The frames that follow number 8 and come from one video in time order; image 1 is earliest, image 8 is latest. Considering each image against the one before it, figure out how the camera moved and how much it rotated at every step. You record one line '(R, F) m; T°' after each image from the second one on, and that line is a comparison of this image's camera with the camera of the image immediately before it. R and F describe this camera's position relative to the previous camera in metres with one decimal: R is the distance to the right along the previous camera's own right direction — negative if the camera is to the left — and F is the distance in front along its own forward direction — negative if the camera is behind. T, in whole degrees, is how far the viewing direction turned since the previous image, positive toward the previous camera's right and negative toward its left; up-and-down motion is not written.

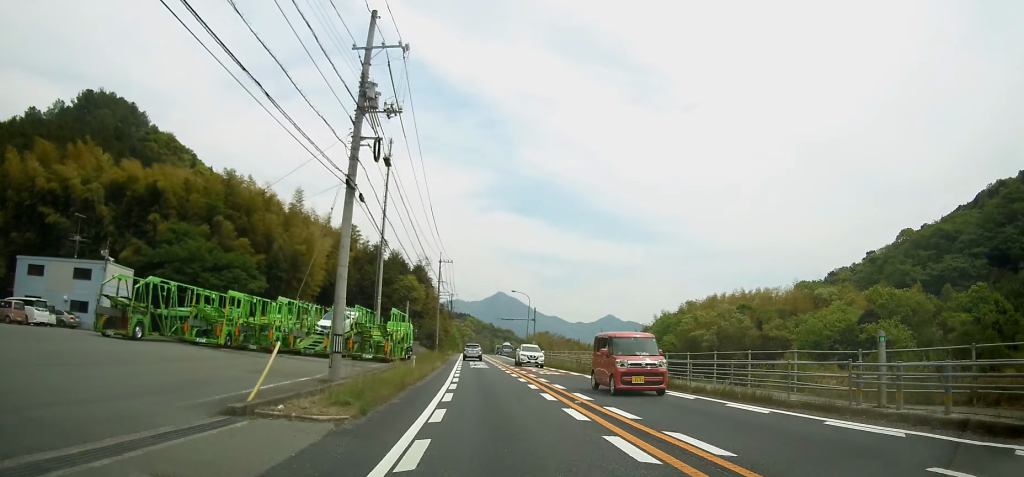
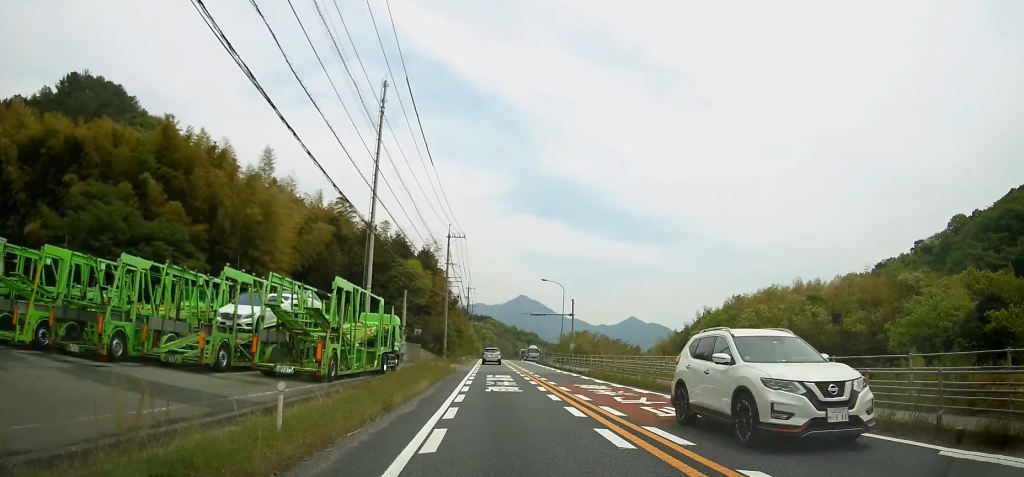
(-0.7, +18.6) m; -3°
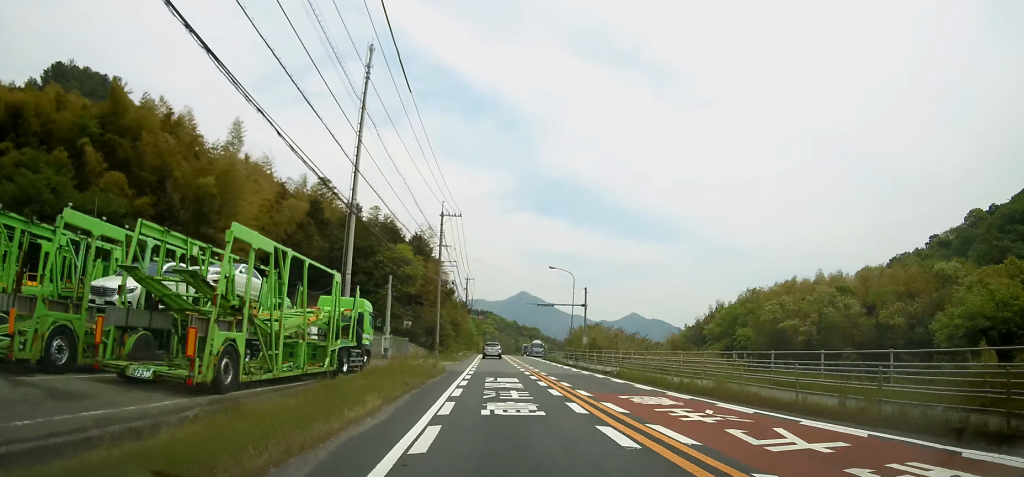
(-0.1, +8.5) m; -1°
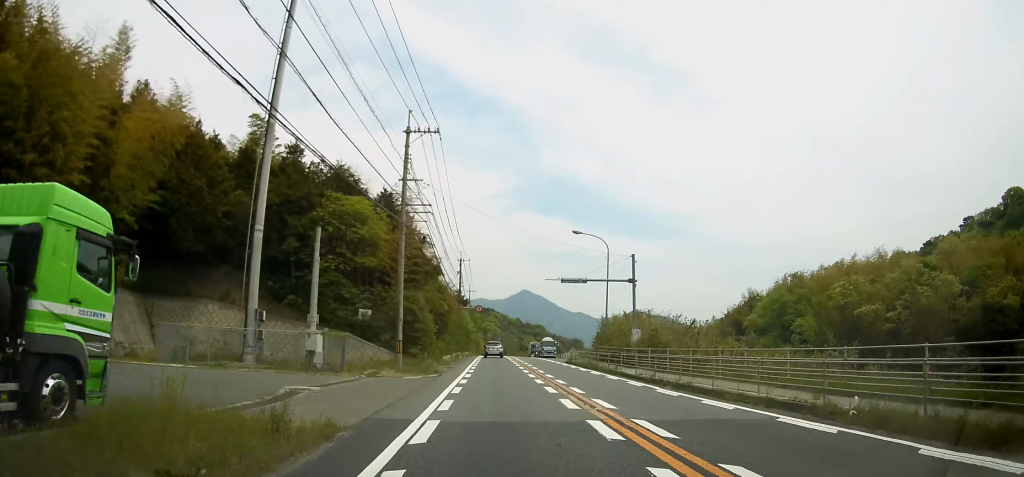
(-0.3, +19.3) m; -2°
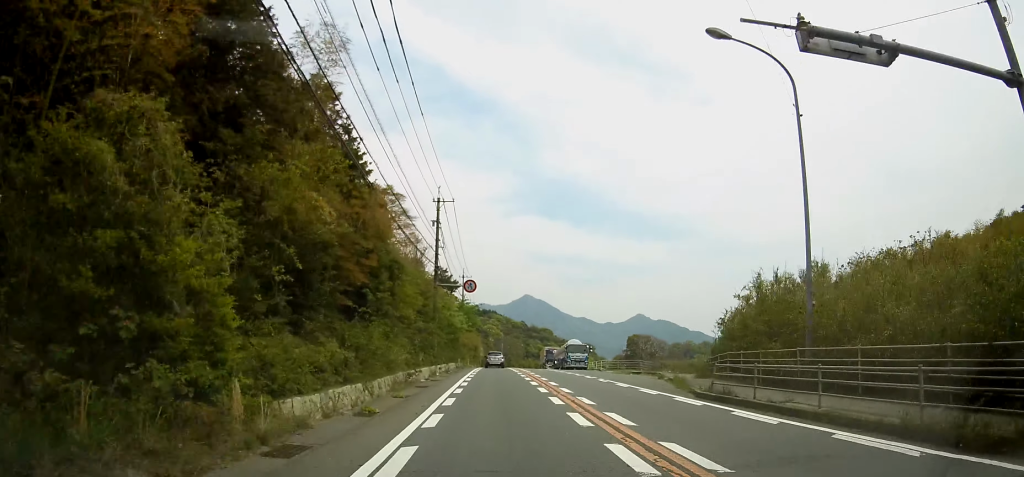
(-0.2, +29.8) m; 0°
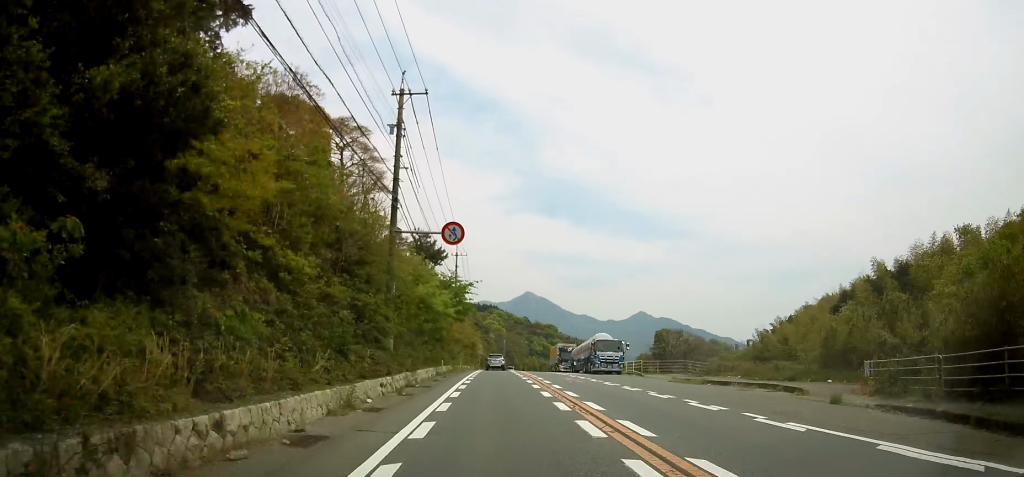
(-0.1, +17.0) m; 0°
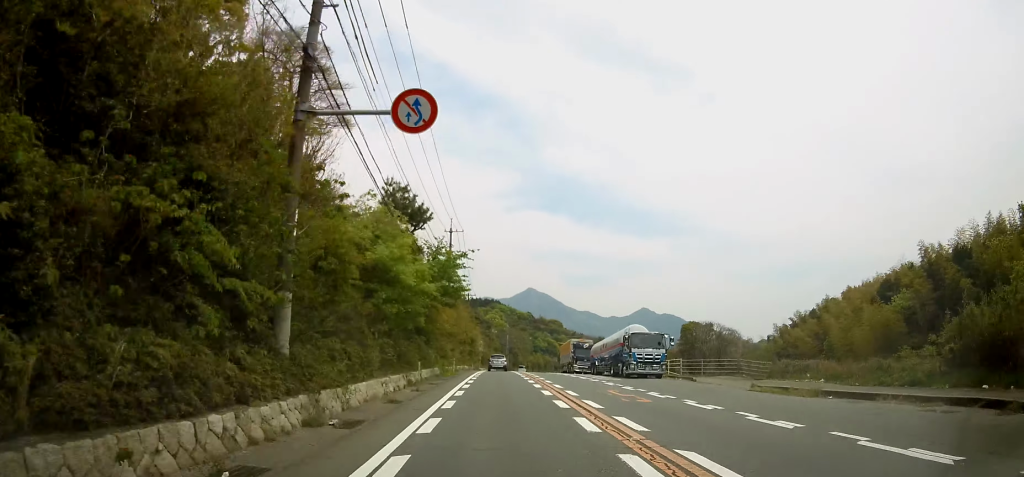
(0.0, +11.3) m; 0°
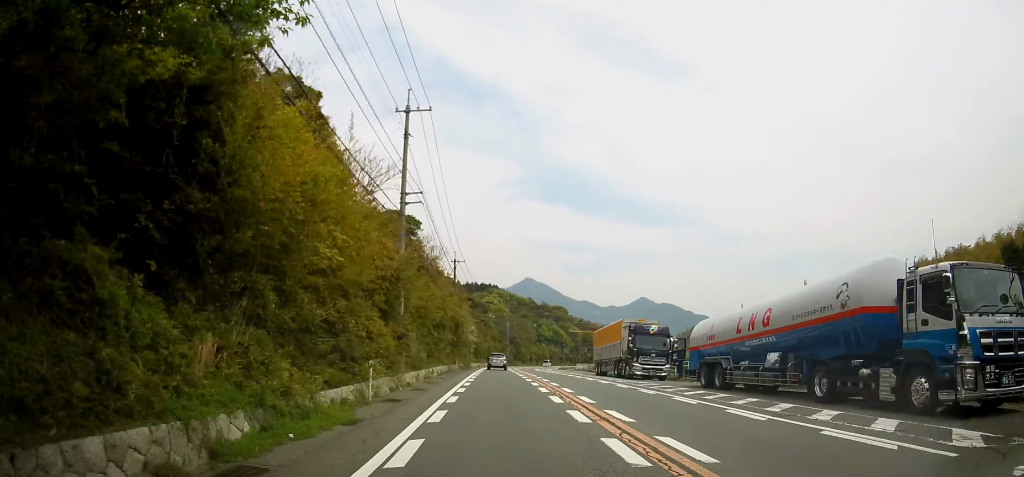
(0.0, +26.9) m; 0°
